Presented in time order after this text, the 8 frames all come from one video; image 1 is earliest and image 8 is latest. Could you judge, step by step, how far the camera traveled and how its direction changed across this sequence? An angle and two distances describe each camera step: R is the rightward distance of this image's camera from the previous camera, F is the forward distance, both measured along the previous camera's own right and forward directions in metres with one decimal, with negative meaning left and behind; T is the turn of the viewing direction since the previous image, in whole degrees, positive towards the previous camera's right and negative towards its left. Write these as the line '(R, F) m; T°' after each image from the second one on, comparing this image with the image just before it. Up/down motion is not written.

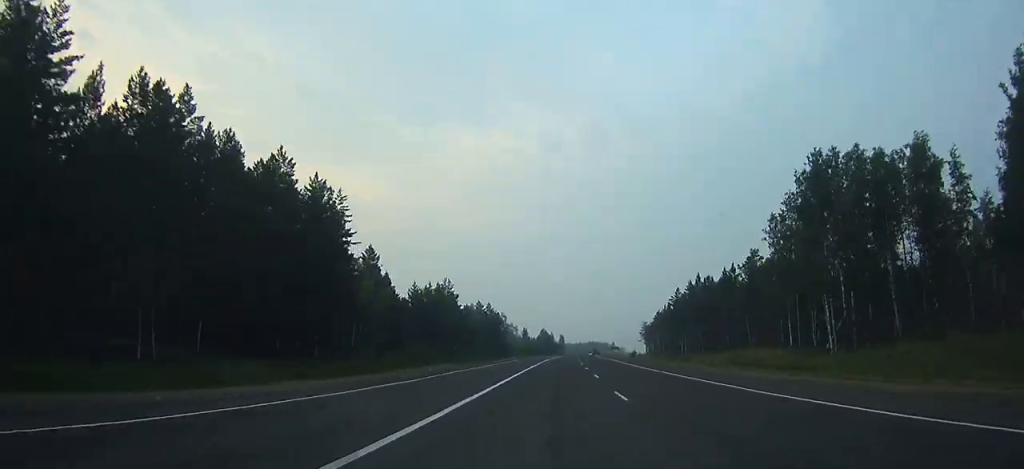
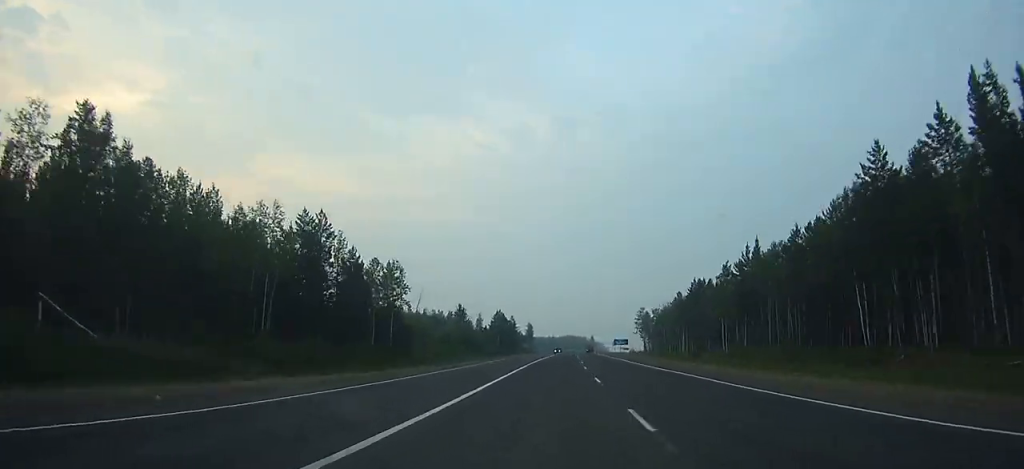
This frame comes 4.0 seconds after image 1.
(+2.1, +112.5) m; +2°
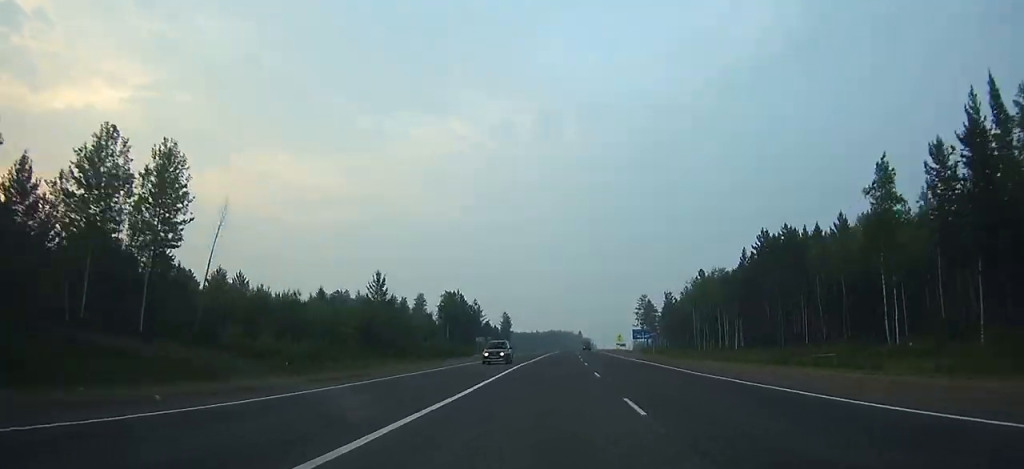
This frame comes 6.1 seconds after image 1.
(+0.9, +58.1) m; +1°
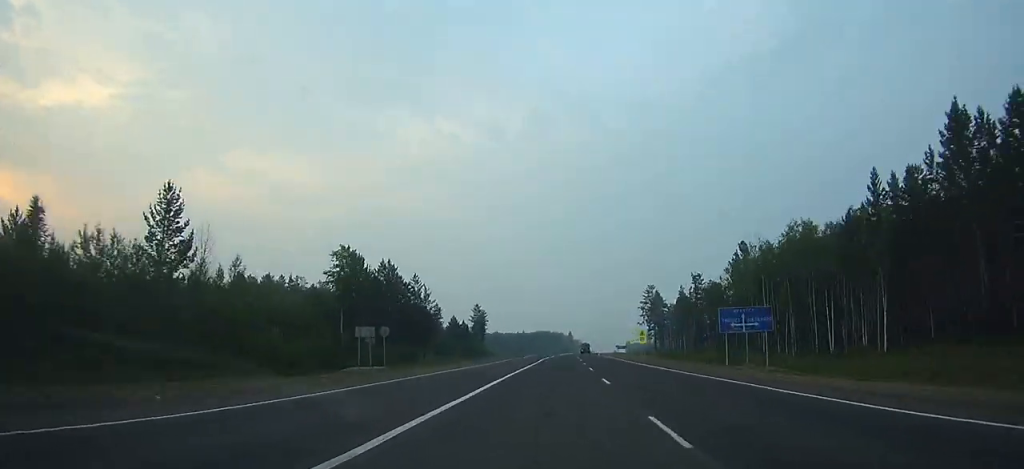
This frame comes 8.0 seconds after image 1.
(+0.5, +51.0) m; +1°
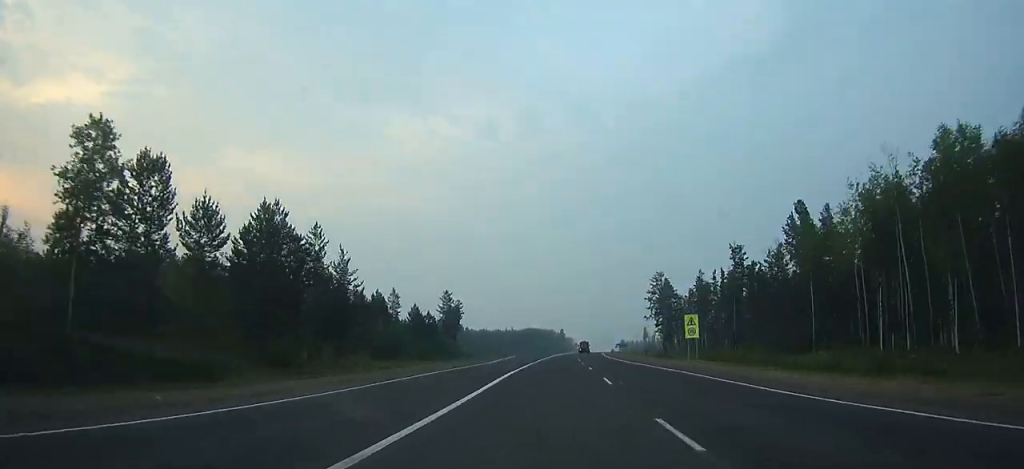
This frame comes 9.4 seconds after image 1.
(+0.5, +35.5) m; +1°
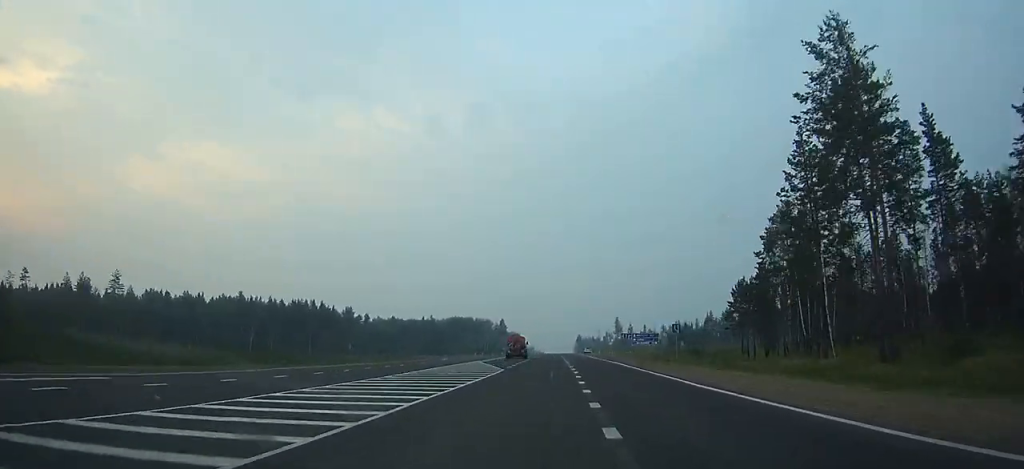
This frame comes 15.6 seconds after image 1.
(+5.9, +145.3) m; +4°
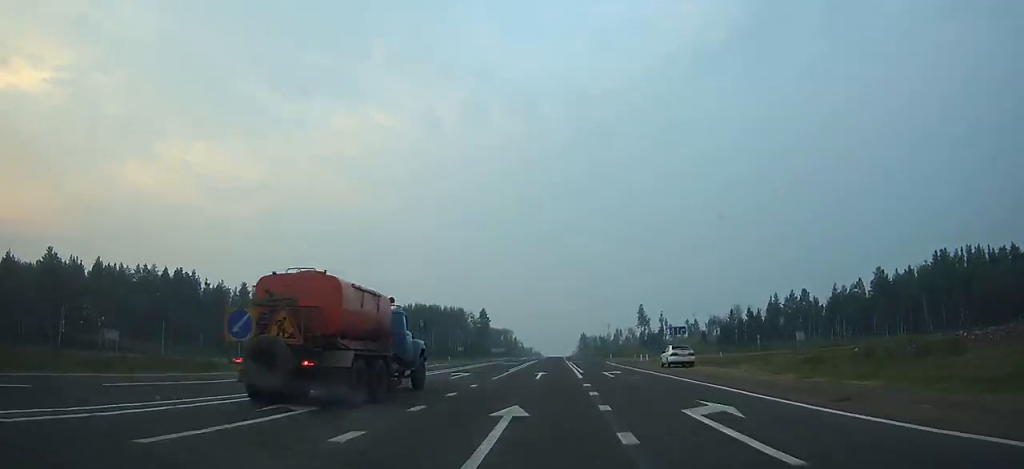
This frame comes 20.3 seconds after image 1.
(+0.4, +110.5) m; 0°
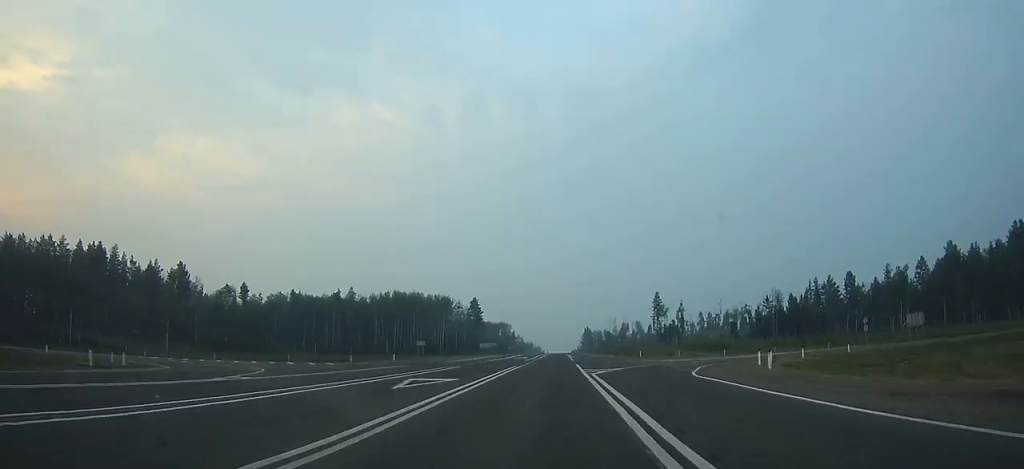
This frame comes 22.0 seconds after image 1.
(0.0, +40.7) m; 0°
